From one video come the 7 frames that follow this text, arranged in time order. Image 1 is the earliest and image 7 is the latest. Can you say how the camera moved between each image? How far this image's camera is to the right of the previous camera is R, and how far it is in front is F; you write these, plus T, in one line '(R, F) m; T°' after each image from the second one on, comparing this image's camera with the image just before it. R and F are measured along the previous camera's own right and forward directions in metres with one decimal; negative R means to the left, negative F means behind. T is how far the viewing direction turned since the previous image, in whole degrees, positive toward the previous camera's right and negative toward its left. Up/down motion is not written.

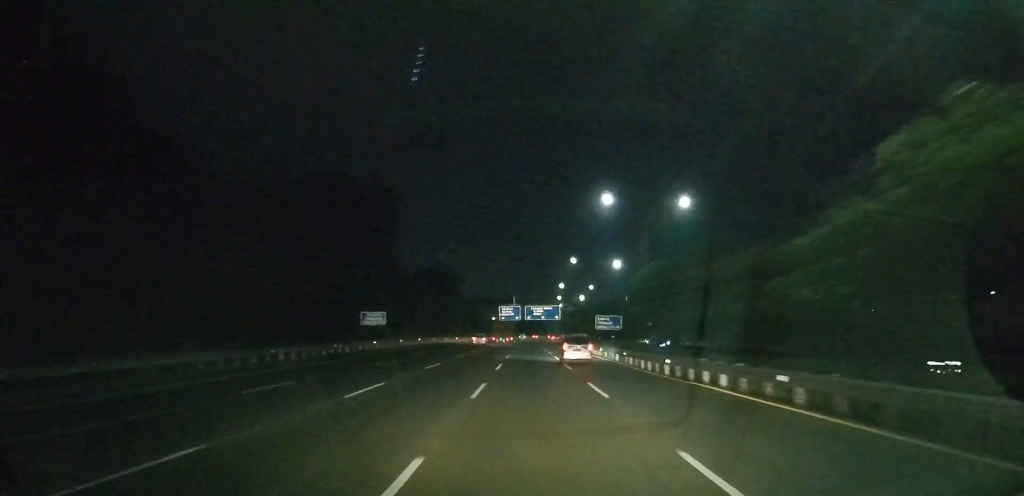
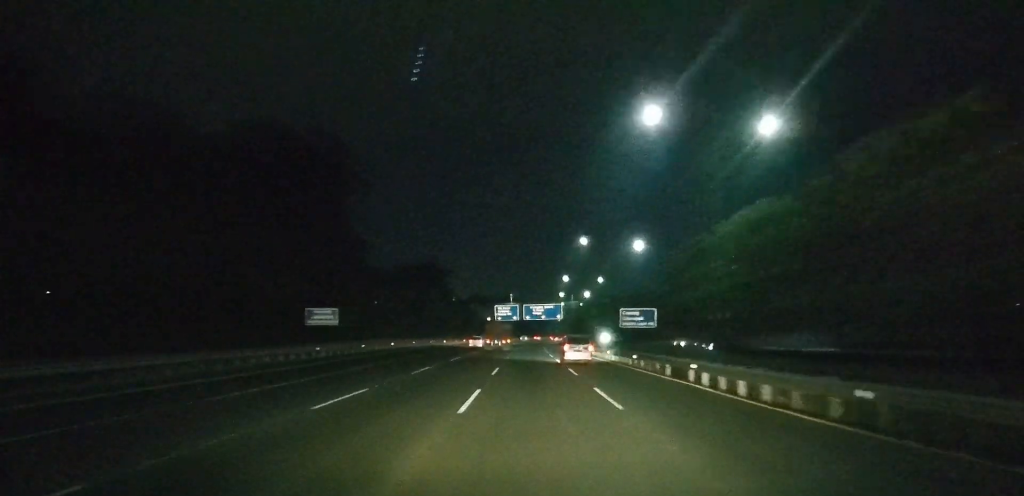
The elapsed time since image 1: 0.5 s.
(0.0, +17.1) m; 0°
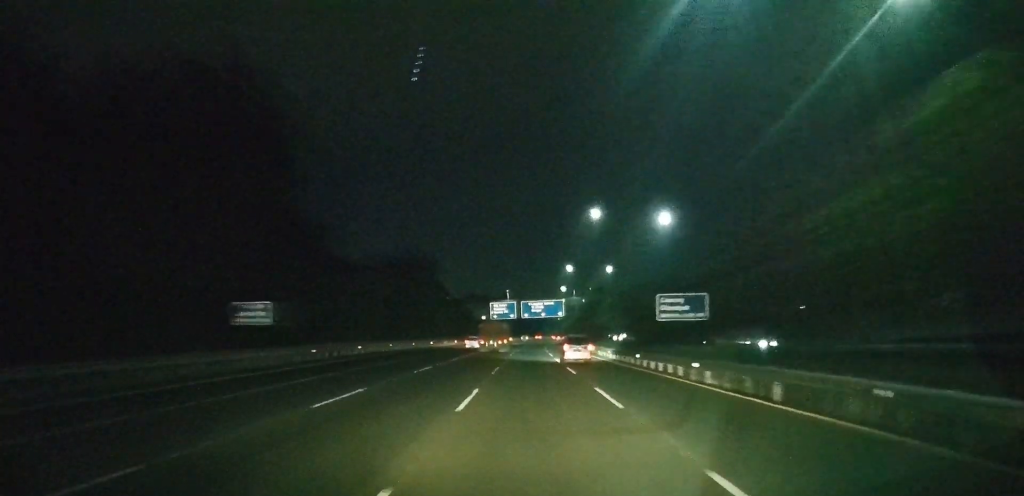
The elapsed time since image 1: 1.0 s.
(0.0, +15.3) m; 0°
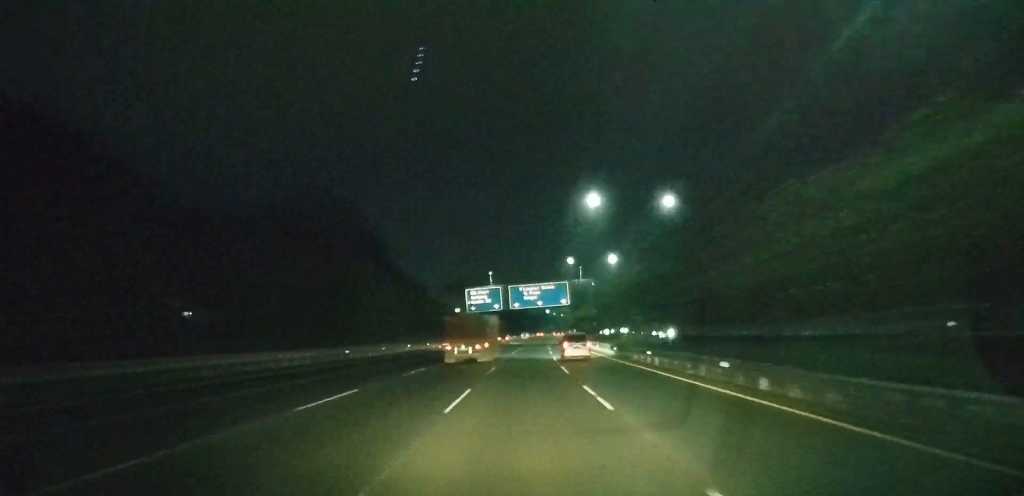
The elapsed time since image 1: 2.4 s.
(+0.2, +47.9) m; +1°
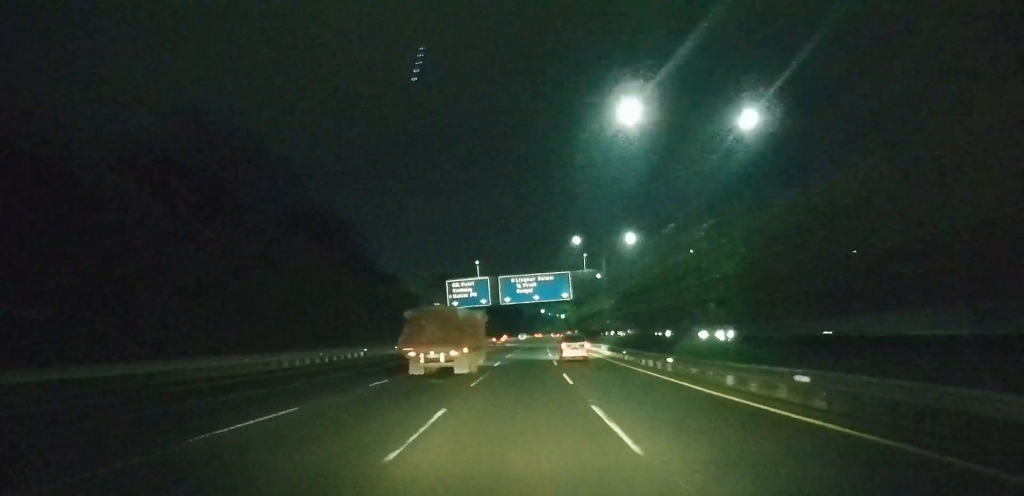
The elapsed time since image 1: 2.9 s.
(0.0, +18.8) m; 0°
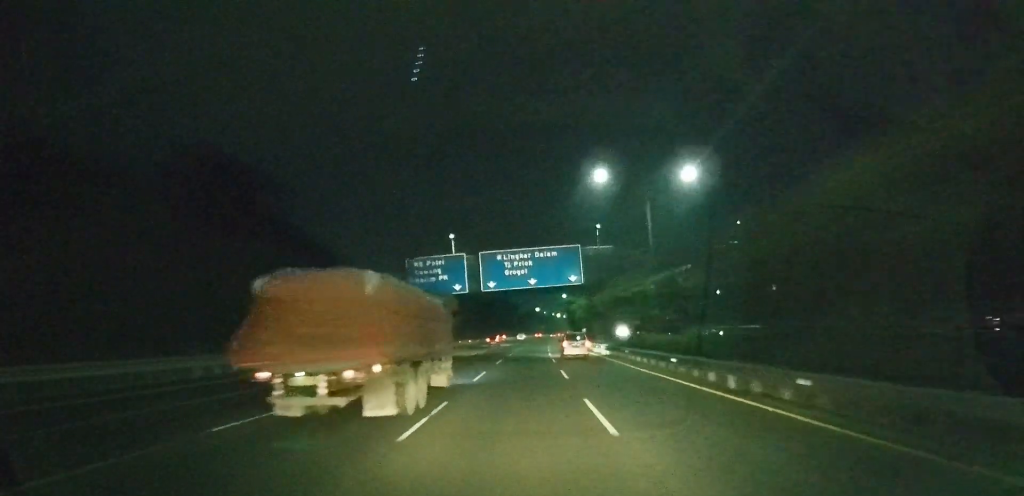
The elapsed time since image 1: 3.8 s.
(+0.1, +27.6) m; +1°
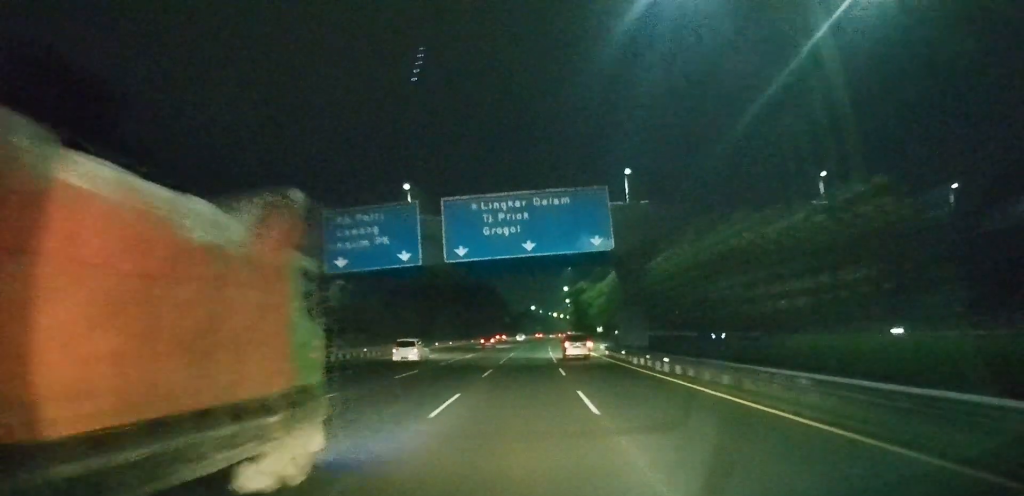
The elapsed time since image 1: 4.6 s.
(+0.1, +24.4) m; +1°
